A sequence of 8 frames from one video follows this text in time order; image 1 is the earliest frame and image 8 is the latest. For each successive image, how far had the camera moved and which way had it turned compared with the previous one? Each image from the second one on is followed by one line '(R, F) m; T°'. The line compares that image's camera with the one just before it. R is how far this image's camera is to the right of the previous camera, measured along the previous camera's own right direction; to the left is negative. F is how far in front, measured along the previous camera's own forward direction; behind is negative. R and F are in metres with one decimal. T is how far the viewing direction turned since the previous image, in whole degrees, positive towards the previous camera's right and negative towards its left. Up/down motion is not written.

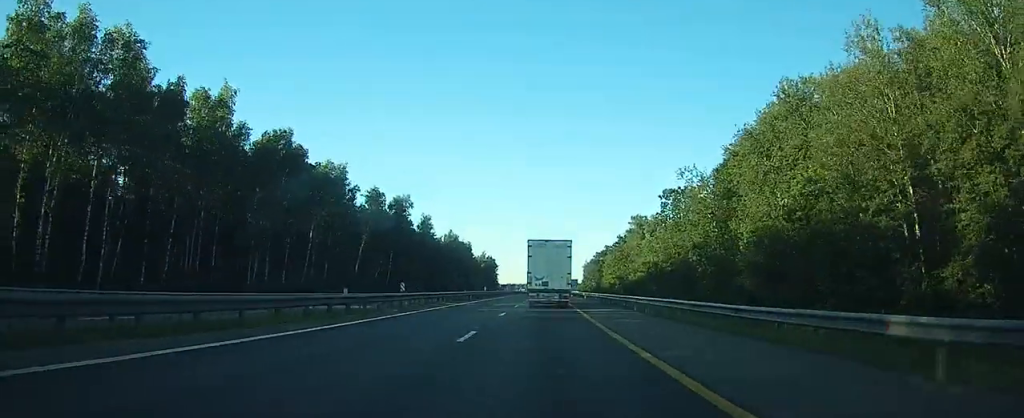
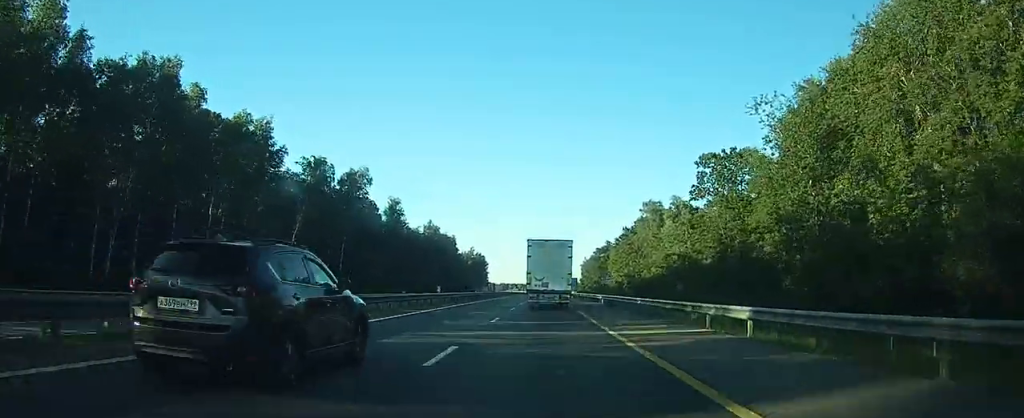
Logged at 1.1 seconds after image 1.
(+0.1, +28.1) m; +1°
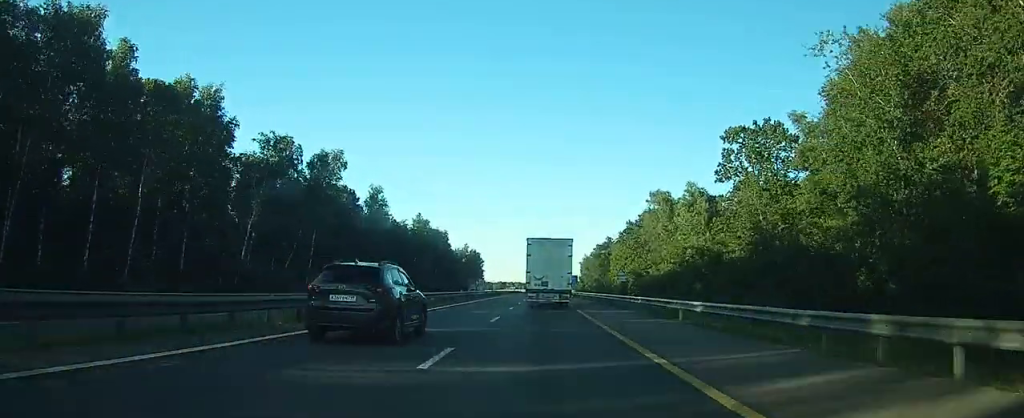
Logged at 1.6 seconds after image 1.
(0.0, +12.4) m; 0°
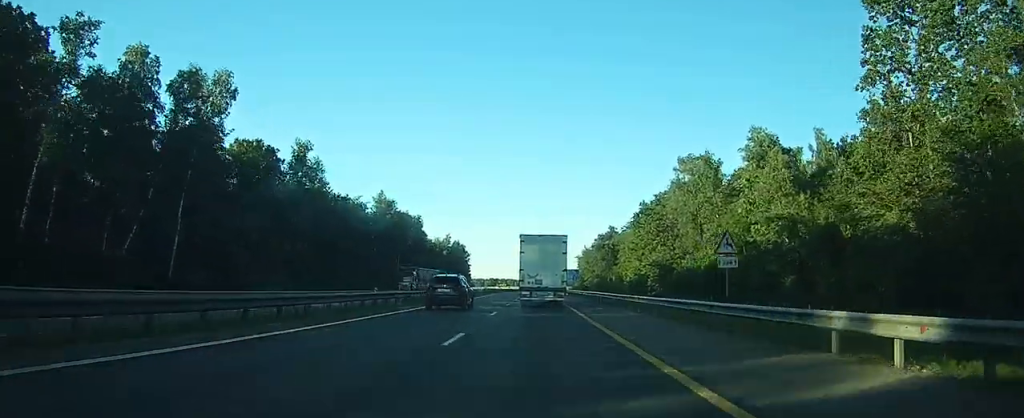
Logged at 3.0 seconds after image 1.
(+0.2, +33.0) m; 0°
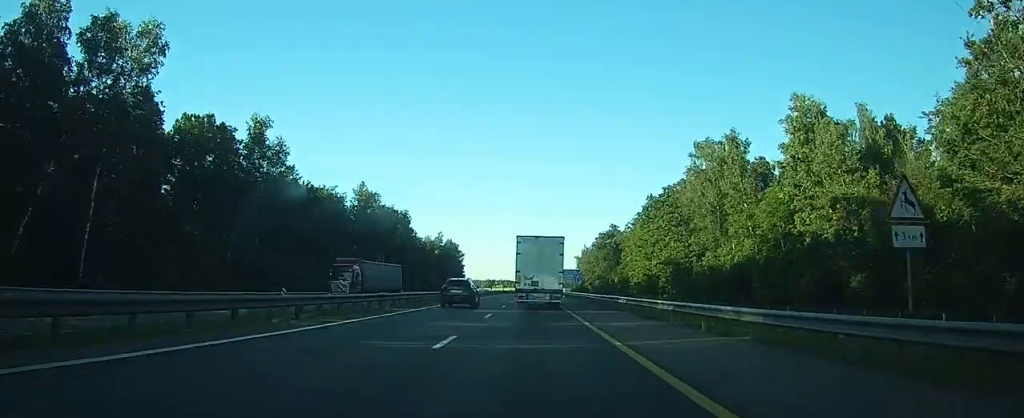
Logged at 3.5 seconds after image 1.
(0.0, +12.4) m; 0°
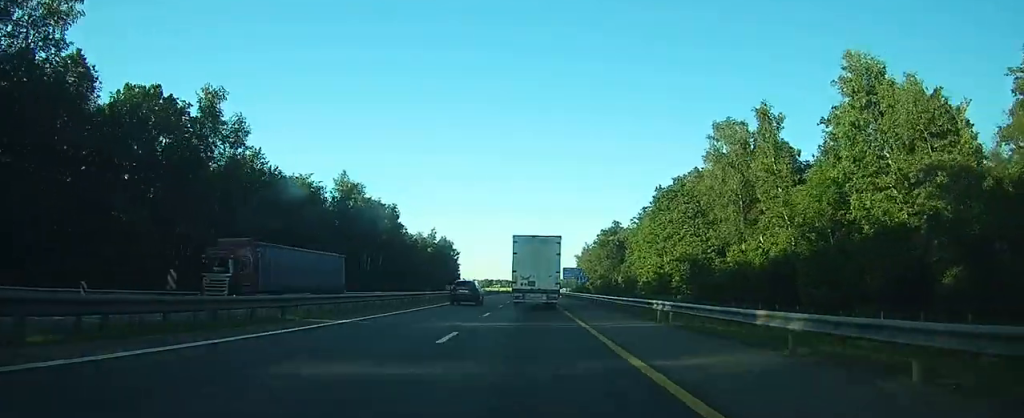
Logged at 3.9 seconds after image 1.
(0.0, +10.7) m; 0°
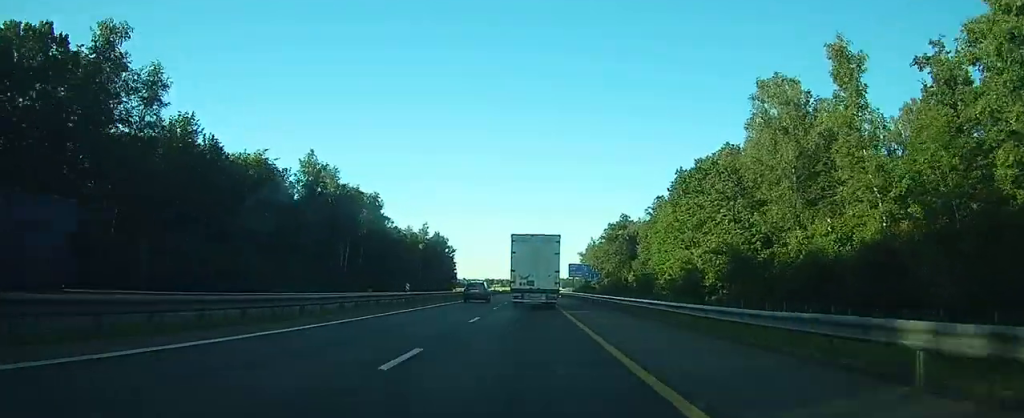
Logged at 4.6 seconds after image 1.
(0.0, +16.5) m; 0°
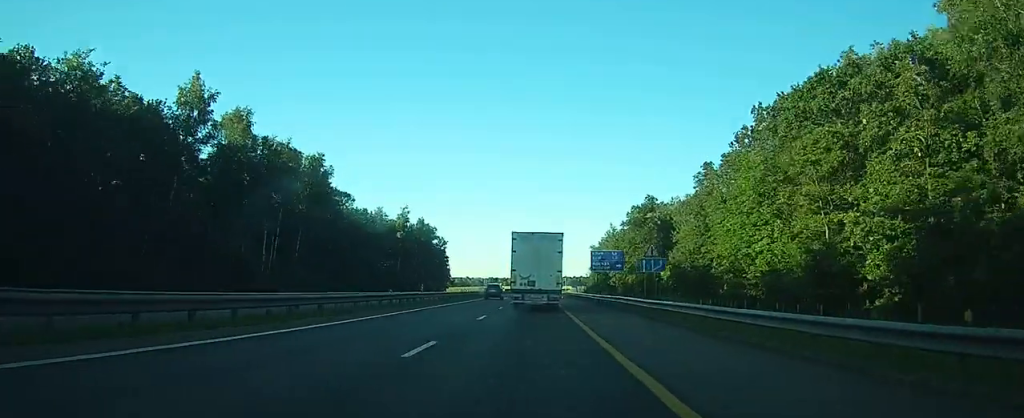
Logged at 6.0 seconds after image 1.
(0.0, +34.4) m; 0°
